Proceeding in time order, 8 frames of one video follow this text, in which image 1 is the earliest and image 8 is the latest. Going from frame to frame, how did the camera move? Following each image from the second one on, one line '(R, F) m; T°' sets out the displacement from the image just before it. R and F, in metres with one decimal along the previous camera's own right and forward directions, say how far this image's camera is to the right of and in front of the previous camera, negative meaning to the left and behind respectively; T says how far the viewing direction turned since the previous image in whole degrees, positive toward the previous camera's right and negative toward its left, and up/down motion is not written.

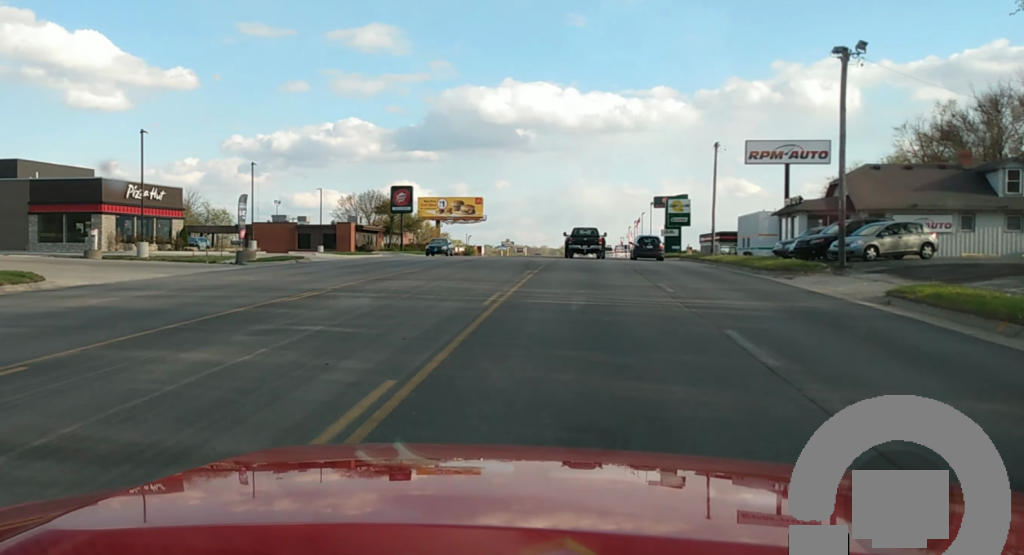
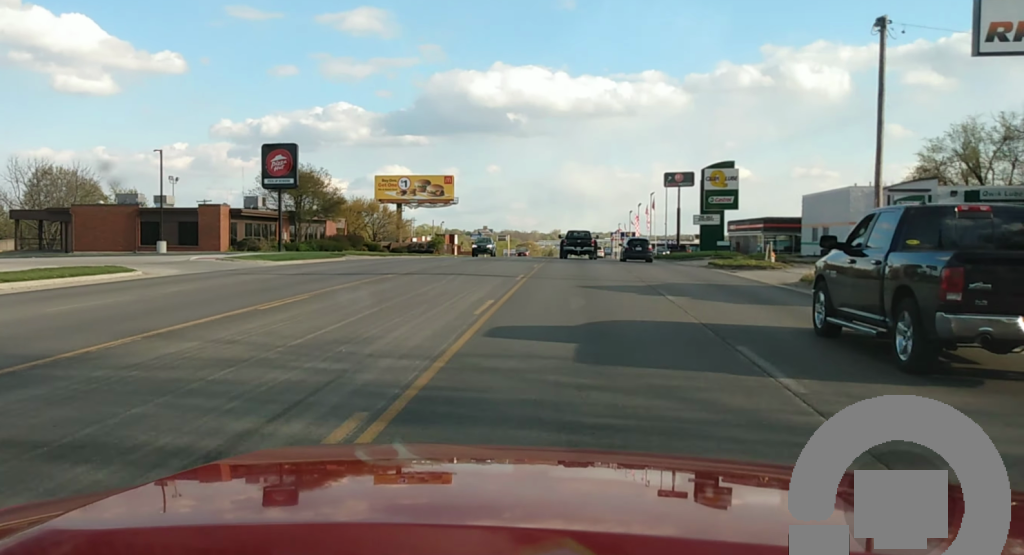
(+1.0, +38.0) m; 0°
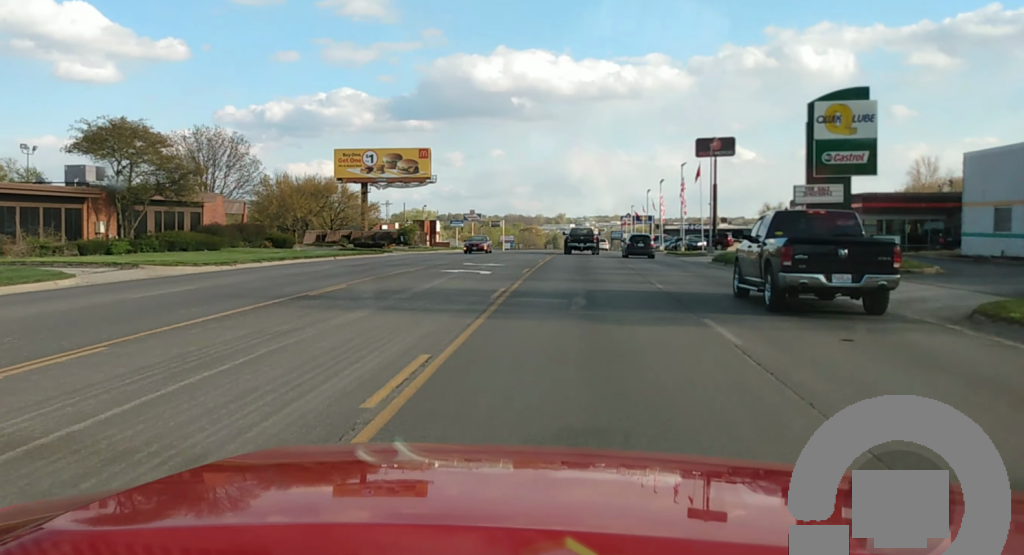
(-0.2, +32.9) m; 0°
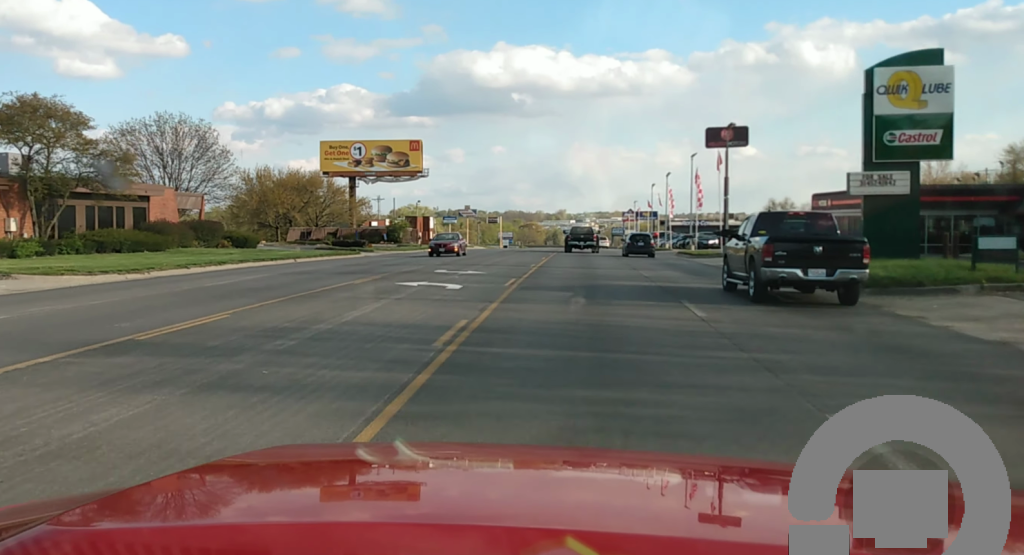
(-0.1, +8.0) m; +1°
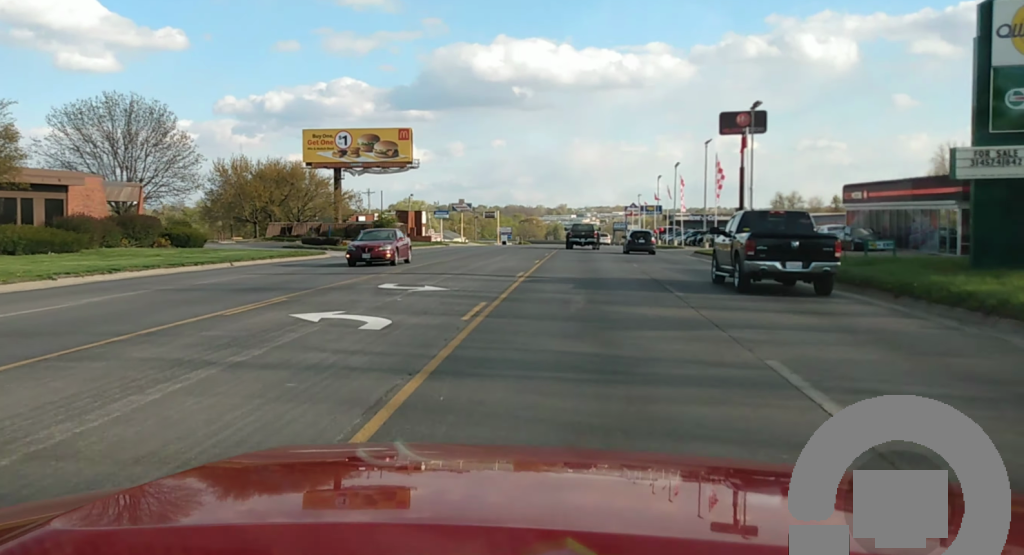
(-0.1, +9.0) m; +1°
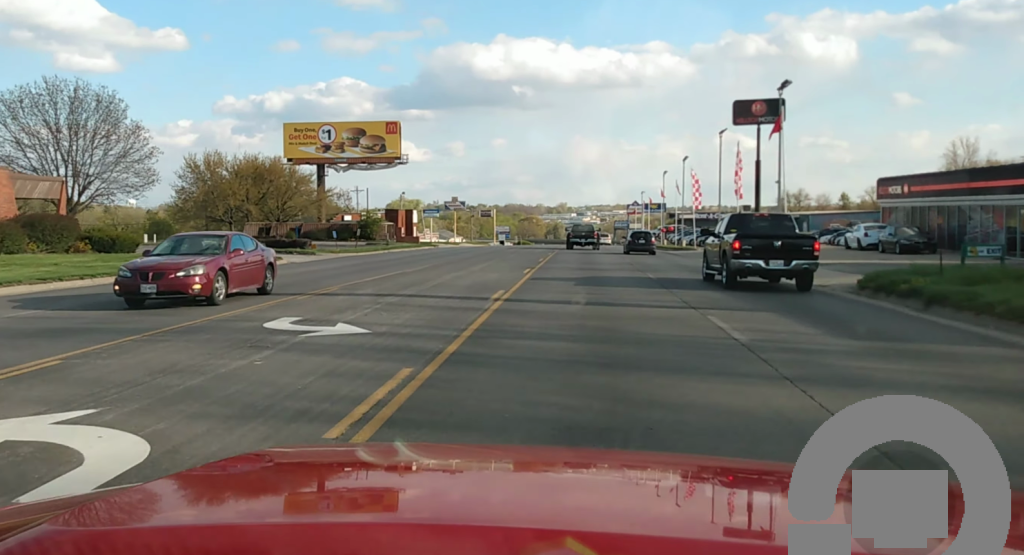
(+0.3, +8.4) m; 0°
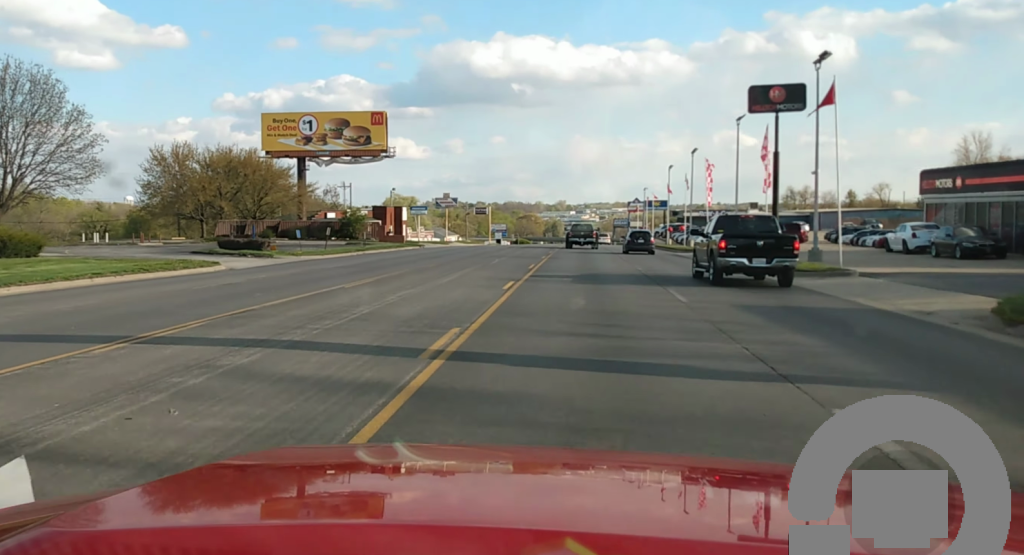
(+0.2, +7.3) m; 0°
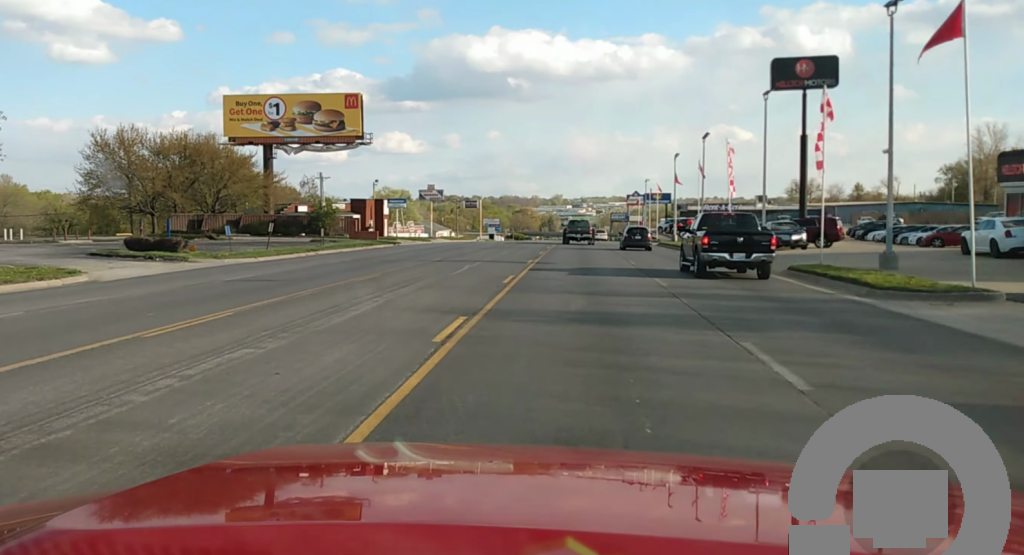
(-0.4, +10.5) m; -1°
